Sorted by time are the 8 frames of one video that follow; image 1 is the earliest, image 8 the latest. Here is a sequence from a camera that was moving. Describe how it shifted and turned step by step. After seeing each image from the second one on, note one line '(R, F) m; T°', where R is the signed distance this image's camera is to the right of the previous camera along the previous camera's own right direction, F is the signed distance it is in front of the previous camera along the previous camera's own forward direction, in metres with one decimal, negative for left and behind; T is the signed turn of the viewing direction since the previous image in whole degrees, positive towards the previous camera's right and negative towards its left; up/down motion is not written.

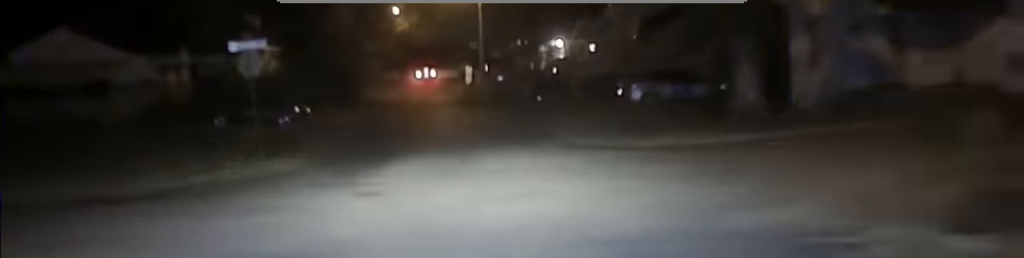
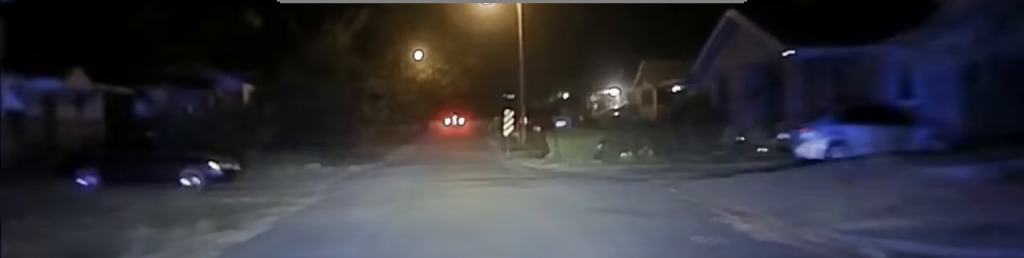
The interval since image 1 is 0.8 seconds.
(-0.3, +15.7) m; -1°
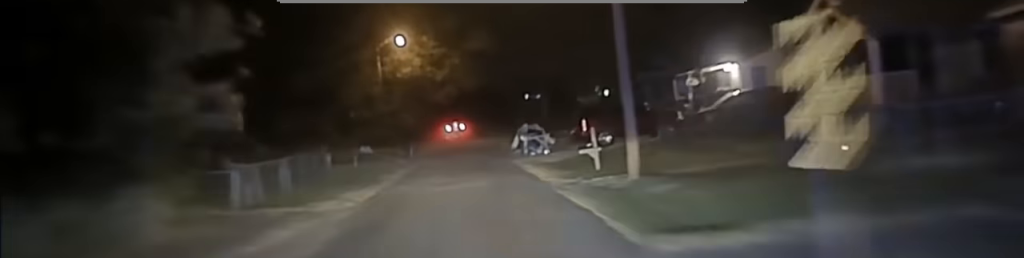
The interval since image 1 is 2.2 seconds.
(-0.2, +30.4) m; -1°
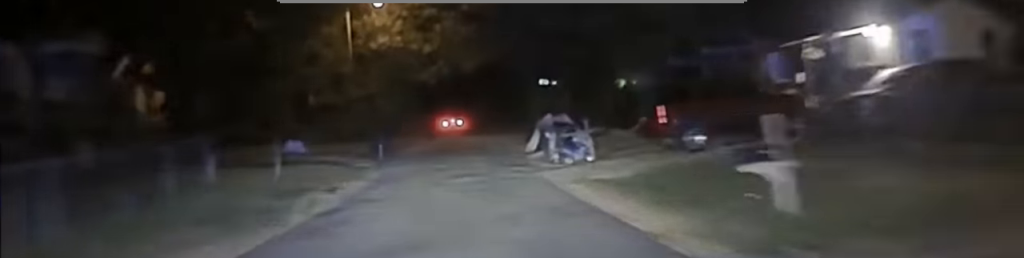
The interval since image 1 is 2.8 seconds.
(0.0, +15.6) m; 0°
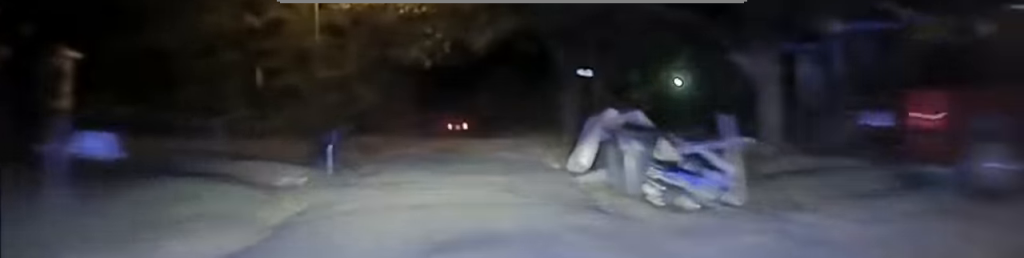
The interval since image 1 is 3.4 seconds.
(-0.1, +13.5) m; +1°
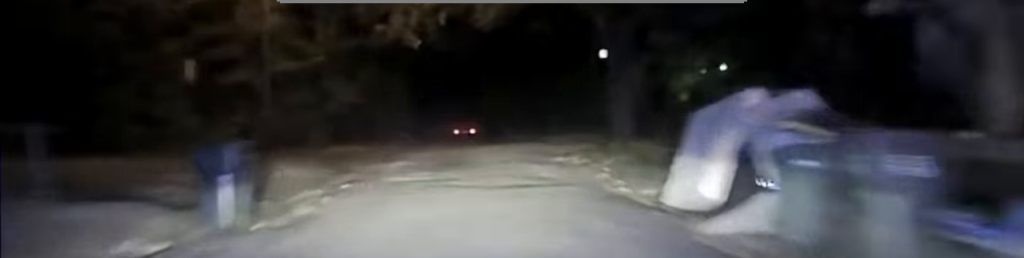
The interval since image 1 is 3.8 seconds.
(0.0, +9.7) m; +1°
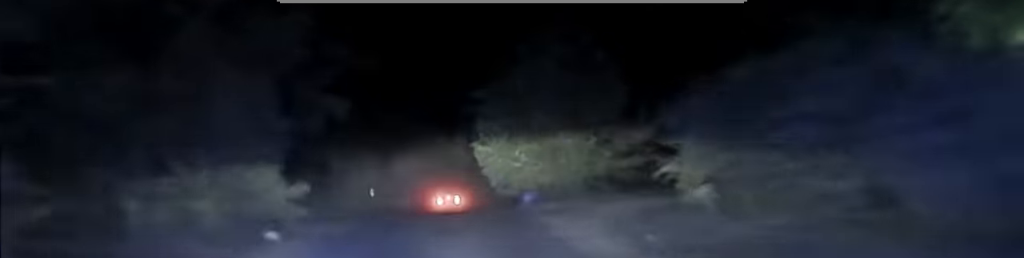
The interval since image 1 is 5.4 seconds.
(+0.4, +33.5) m; 0°
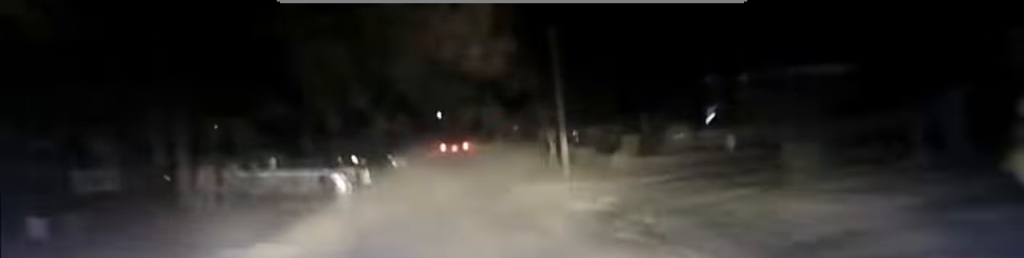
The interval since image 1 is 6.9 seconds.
(-0.1, +30.7) m; -1°
